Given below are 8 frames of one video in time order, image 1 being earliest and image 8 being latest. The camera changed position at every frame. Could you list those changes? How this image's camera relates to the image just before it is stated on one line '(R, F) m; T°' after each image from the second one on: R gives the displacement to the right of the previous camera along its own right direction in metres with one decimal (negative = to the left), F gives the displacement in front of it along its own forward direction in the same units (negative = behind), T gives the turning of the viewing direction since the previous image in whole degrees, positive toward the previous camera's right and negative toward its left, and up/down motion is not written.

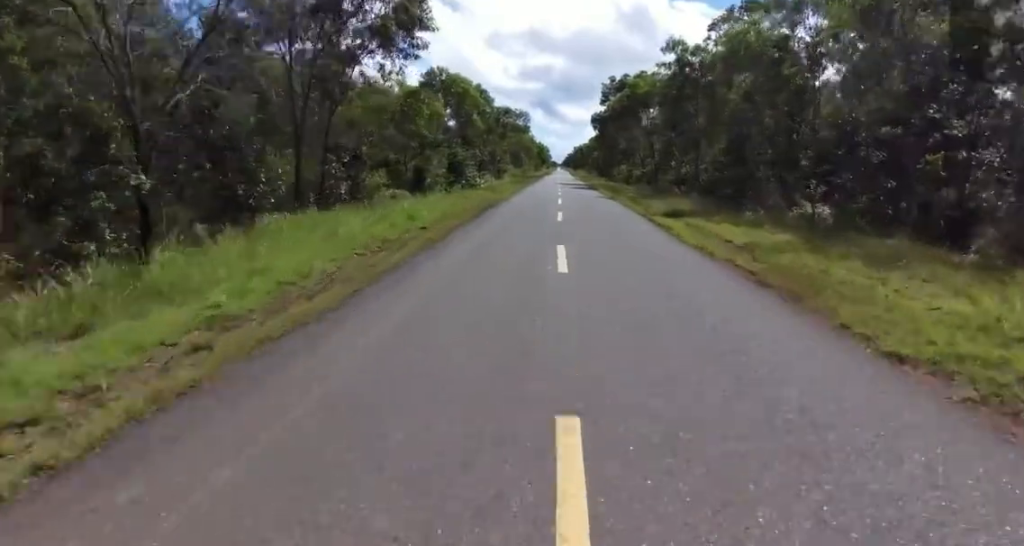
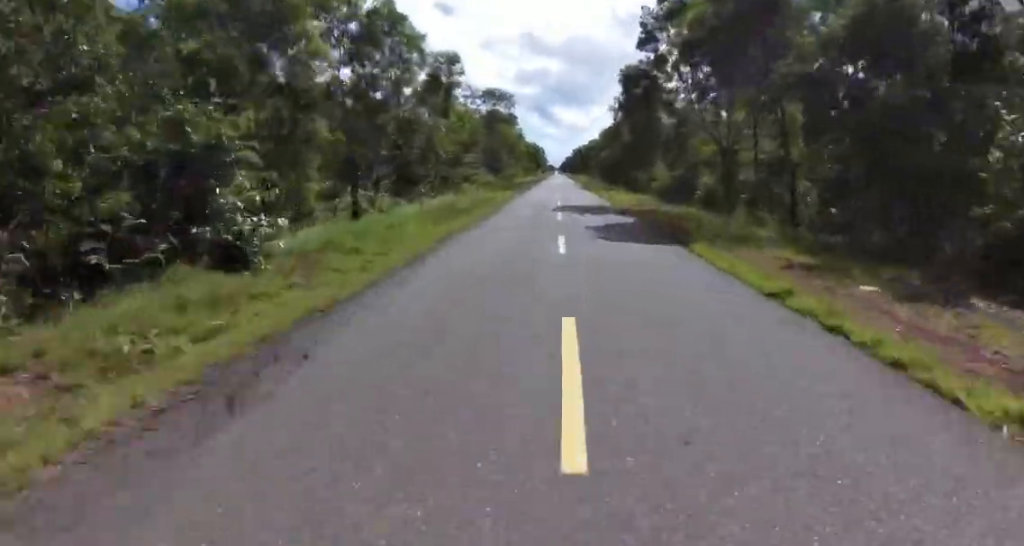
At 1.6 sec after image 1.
(+0.3, +30.2) m; +1°
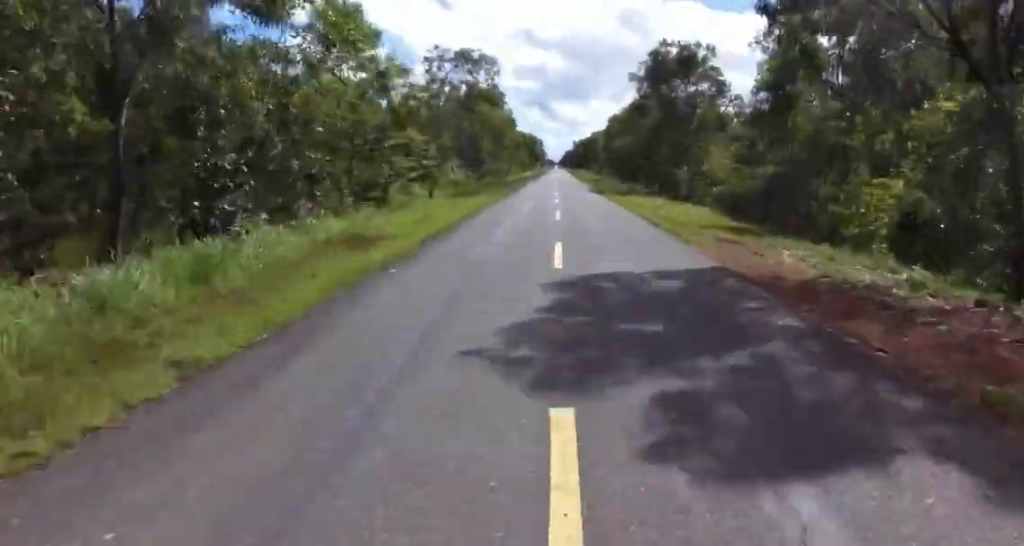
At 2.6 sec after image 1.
(0.0, +18.7) m; -1°
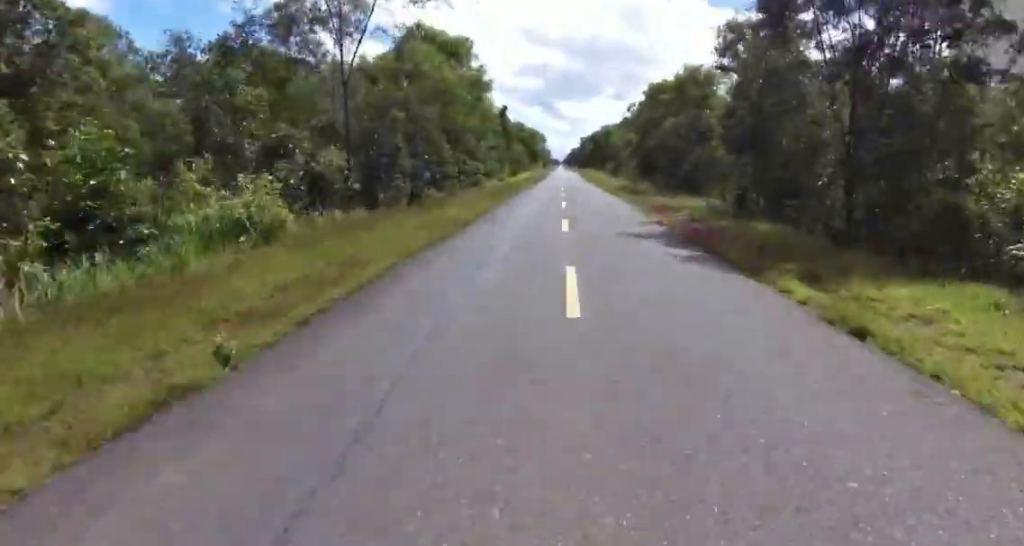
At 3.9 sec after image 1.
(-0.8, +26.4) m; -3°
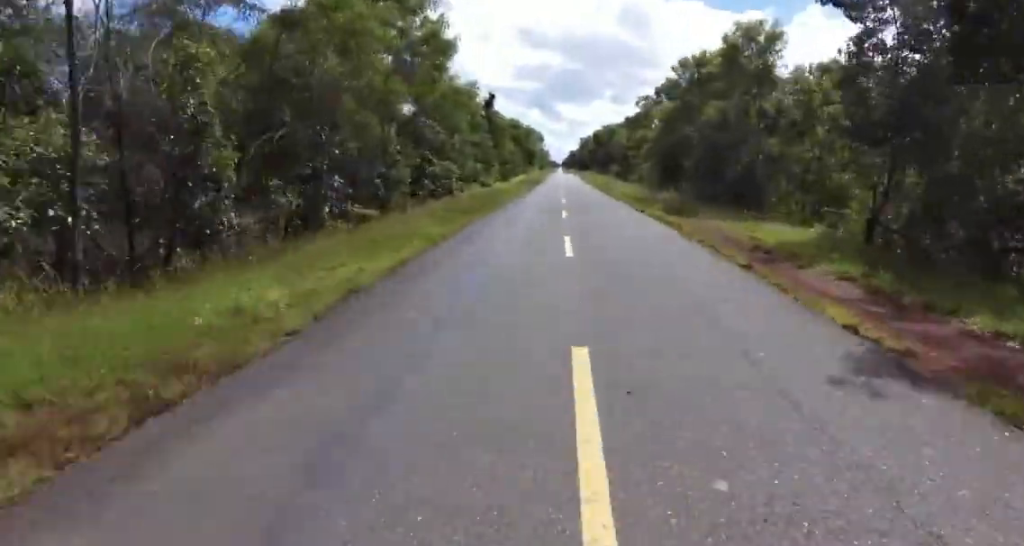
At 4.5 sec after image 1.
(-0.2, +12.2) m; 0°
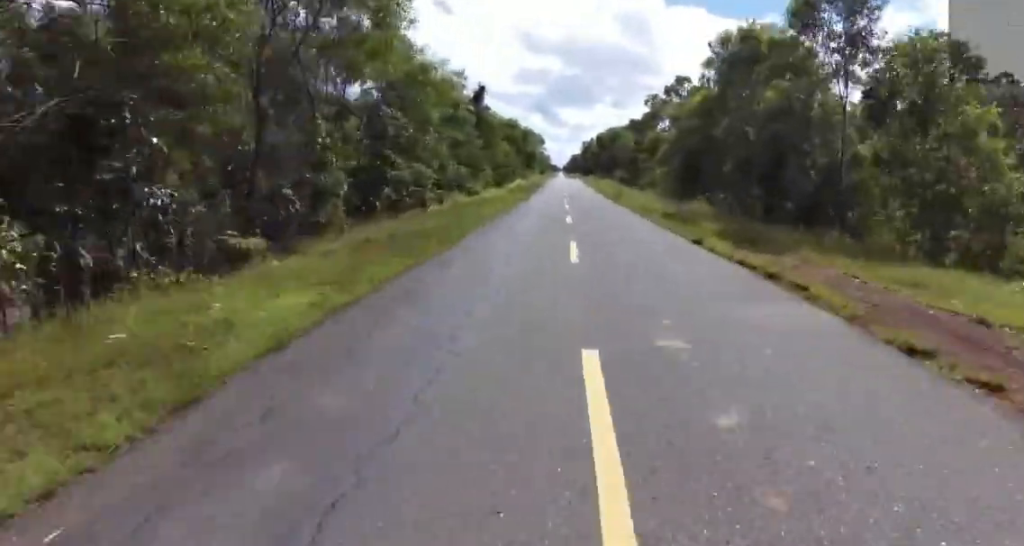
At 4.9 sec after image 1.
(-0.1, +8.2) m; +1°
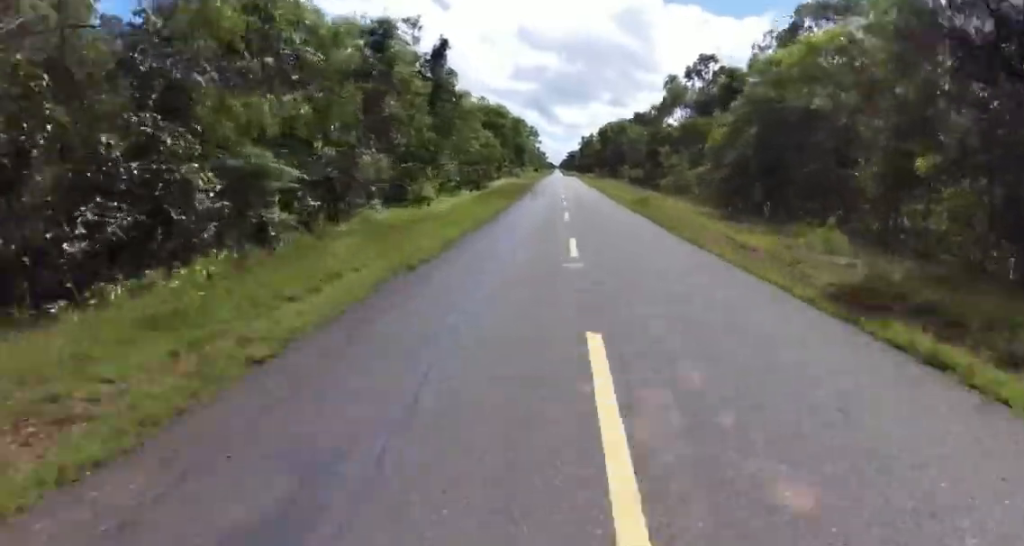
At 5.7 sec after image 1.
(+0.2, +15.2) m; +1°
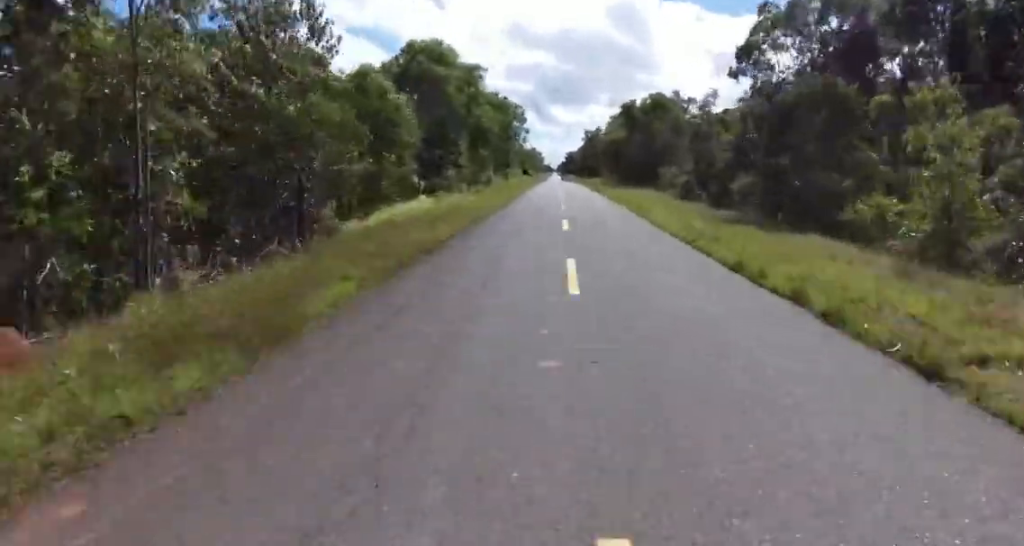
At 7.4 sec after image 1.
(+0.8, +35.8) m; +2°
